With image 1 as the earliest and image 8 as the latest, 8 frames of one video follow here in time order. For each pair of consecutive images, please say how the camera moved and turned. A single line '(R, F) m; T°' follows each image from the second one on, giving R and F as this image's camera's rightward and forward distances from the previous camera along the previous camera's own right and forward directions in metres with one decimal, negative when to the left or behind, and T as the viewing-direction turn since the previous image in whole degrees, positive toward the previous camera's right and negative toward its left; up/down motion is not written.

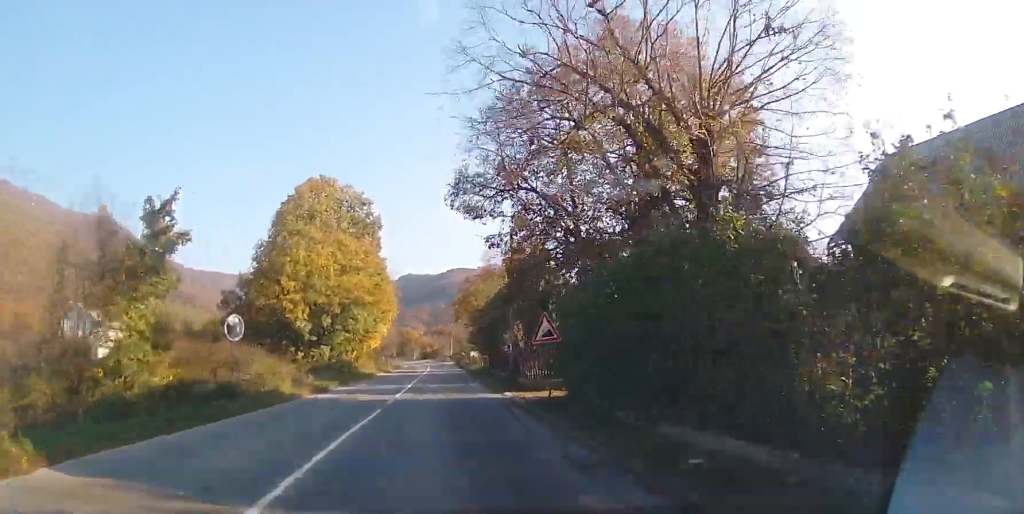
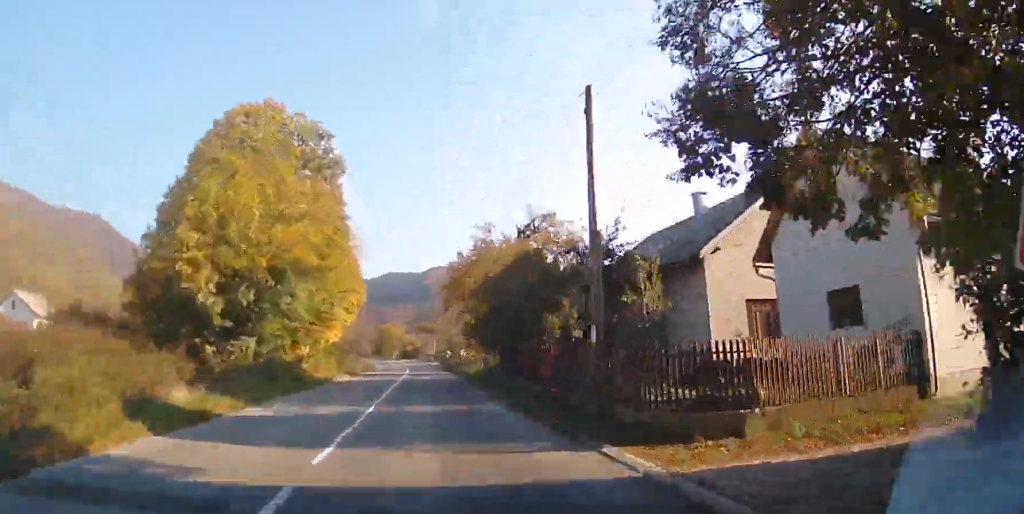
(+0.1, +13.3) m; +3°
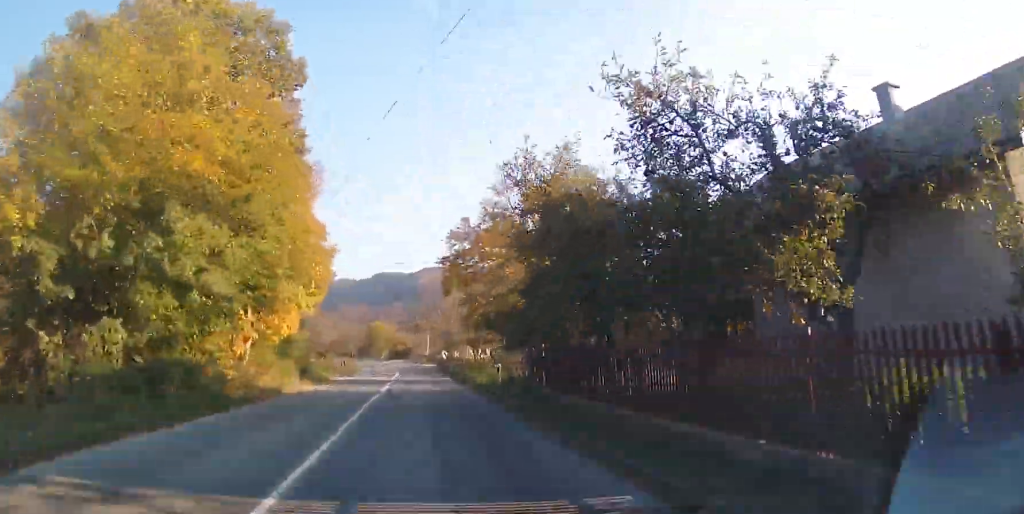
(+0.5, +10.8) m; +2°
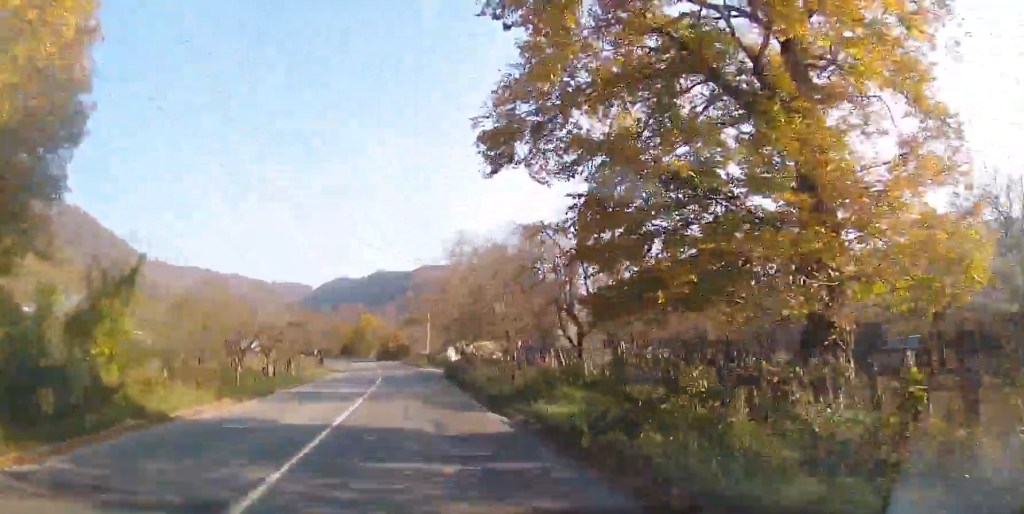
(+0.1, +22.8) m; 0°
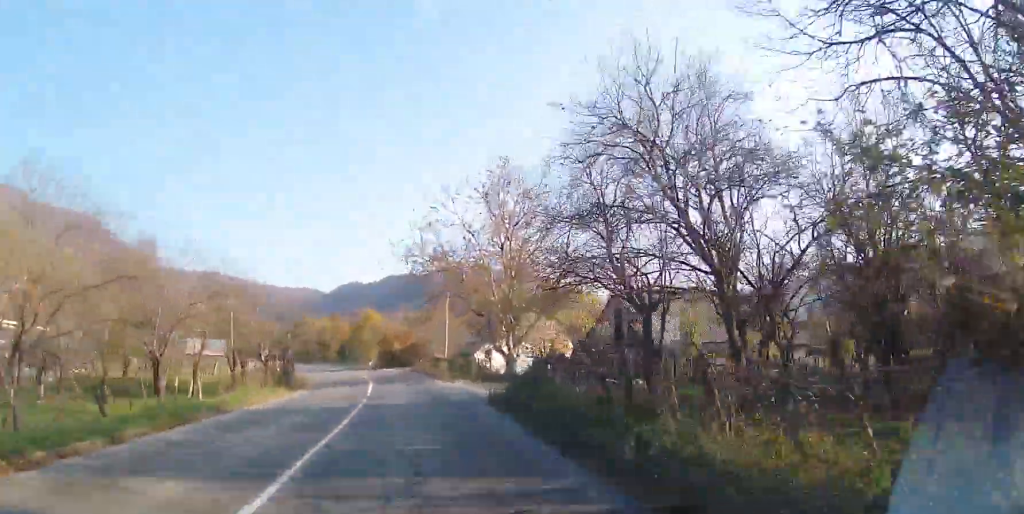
(0.0, +18.0) m; -2°
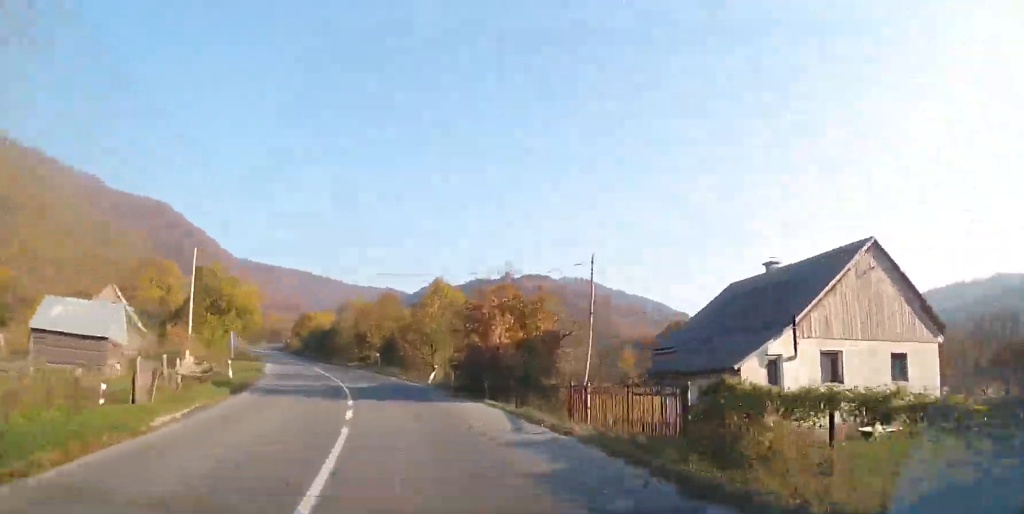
(-2.4, +35.4) m; -8°
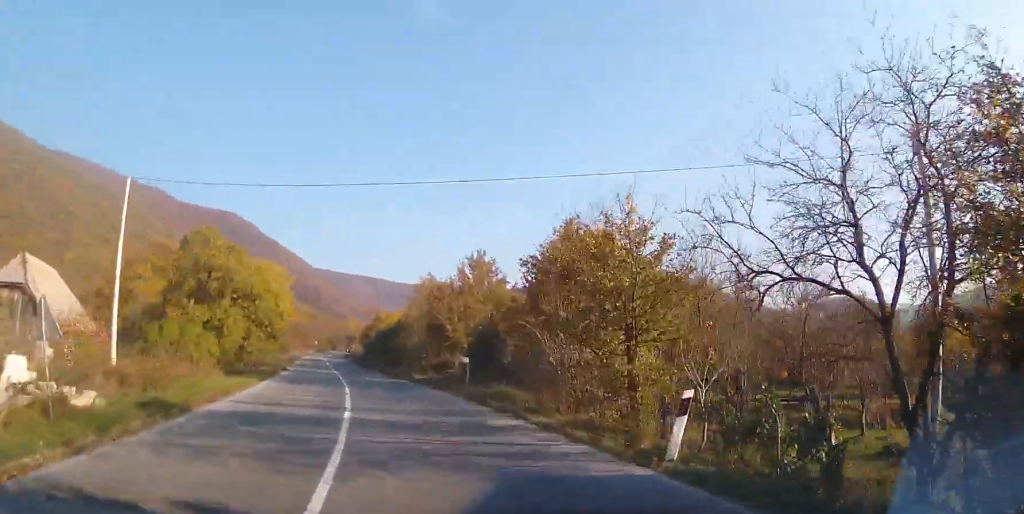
(-1.0, +20.3) m; -6°
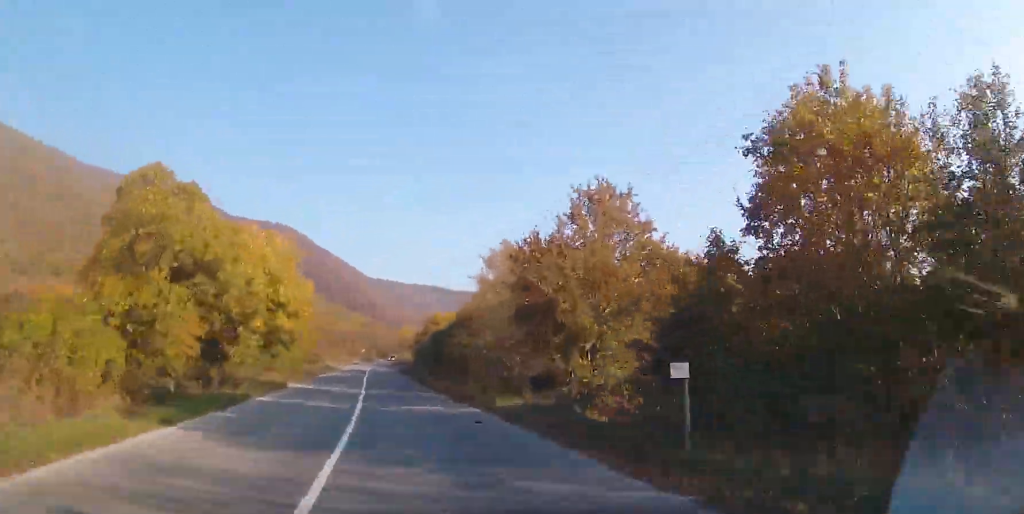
(-0.6, +14.5) m; -5°
